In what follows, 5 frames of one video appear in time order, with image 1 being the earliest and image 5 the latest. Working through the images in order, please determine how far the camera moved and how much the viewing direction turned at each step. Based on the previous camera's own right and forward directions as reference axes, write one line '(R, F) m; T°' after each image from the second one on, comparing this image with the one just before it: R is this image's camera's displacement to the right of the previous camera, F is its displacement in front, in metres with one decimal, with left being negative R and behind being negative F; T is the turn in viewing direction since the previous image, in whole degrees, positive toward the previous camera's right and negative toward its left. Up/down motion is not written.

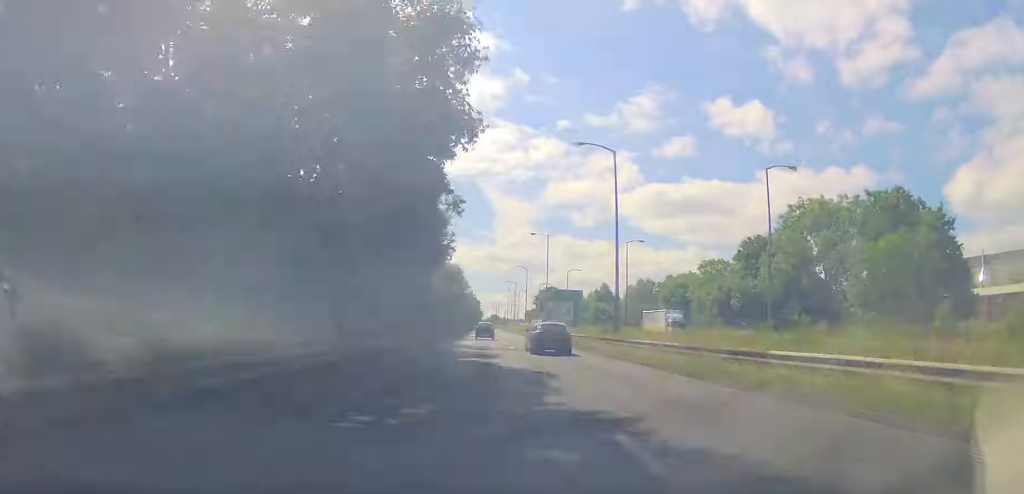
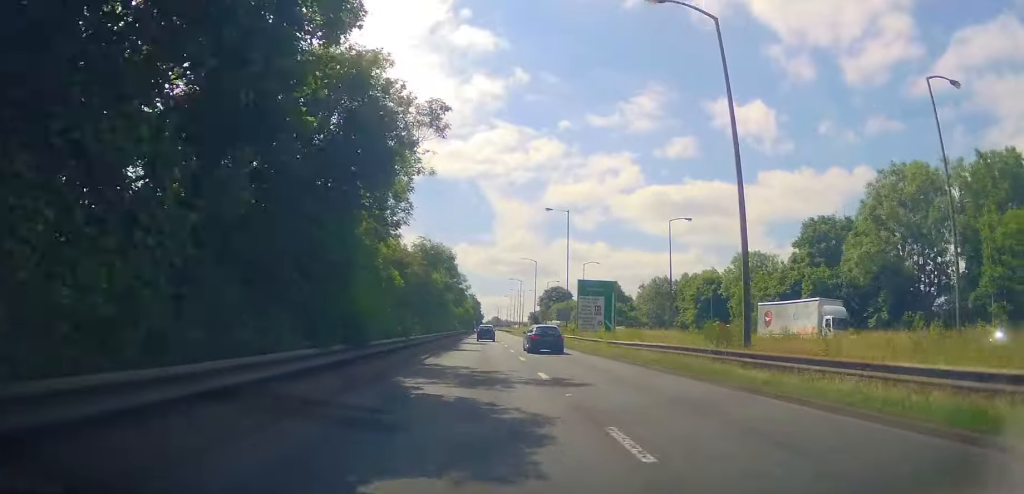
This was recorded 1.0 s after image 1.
(+0.2, +17.3) m; 0°
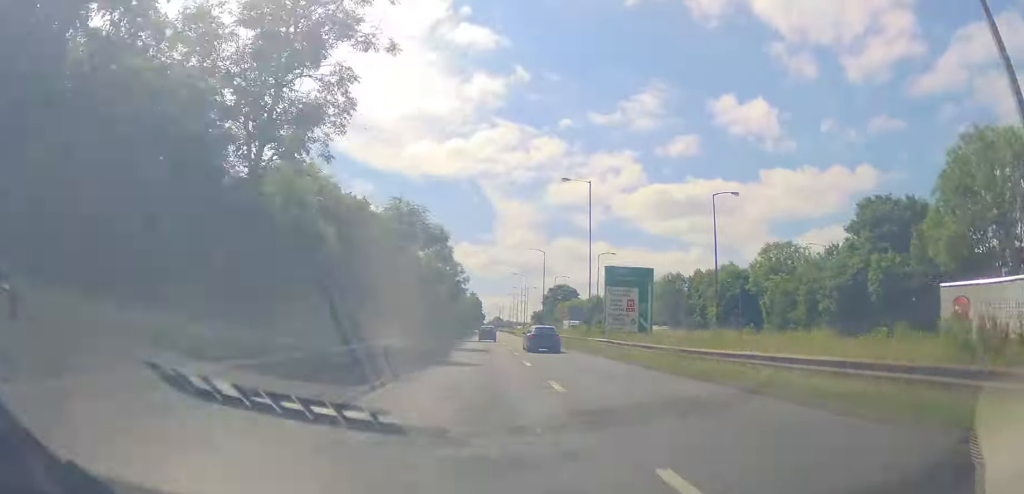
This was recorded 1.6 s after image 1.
(+0.1, +11.3) m; -1°
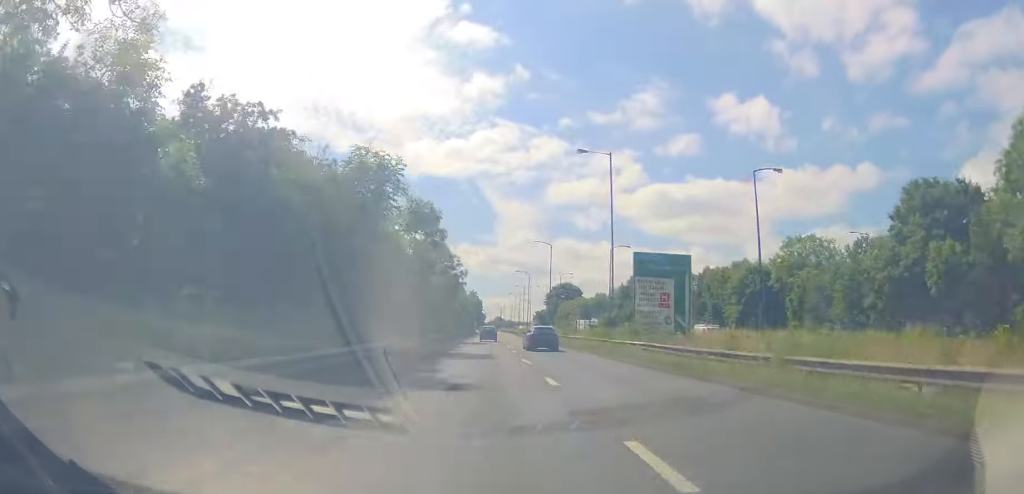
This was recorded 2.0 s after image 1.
(-0.1, +7.7) m; 0°
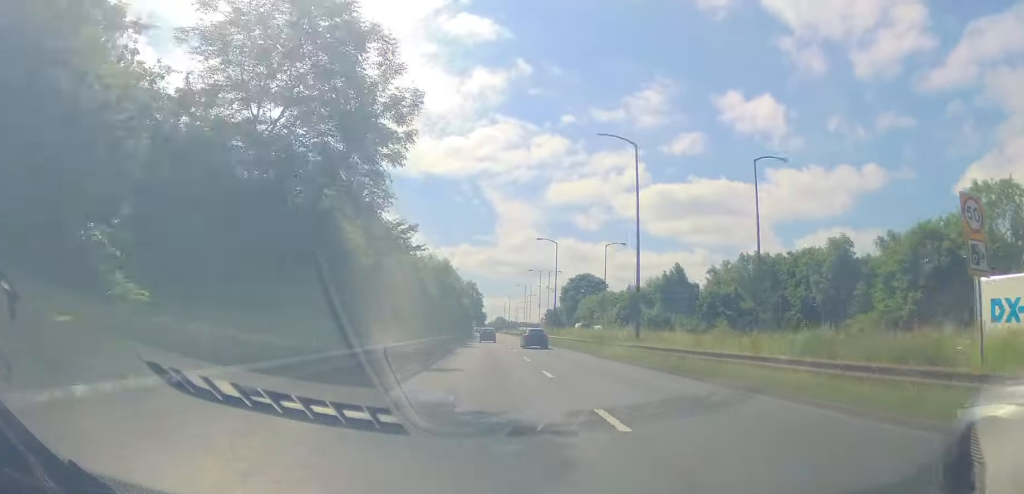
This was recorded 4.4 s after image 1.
(0.0, +41.4) m; 0°
